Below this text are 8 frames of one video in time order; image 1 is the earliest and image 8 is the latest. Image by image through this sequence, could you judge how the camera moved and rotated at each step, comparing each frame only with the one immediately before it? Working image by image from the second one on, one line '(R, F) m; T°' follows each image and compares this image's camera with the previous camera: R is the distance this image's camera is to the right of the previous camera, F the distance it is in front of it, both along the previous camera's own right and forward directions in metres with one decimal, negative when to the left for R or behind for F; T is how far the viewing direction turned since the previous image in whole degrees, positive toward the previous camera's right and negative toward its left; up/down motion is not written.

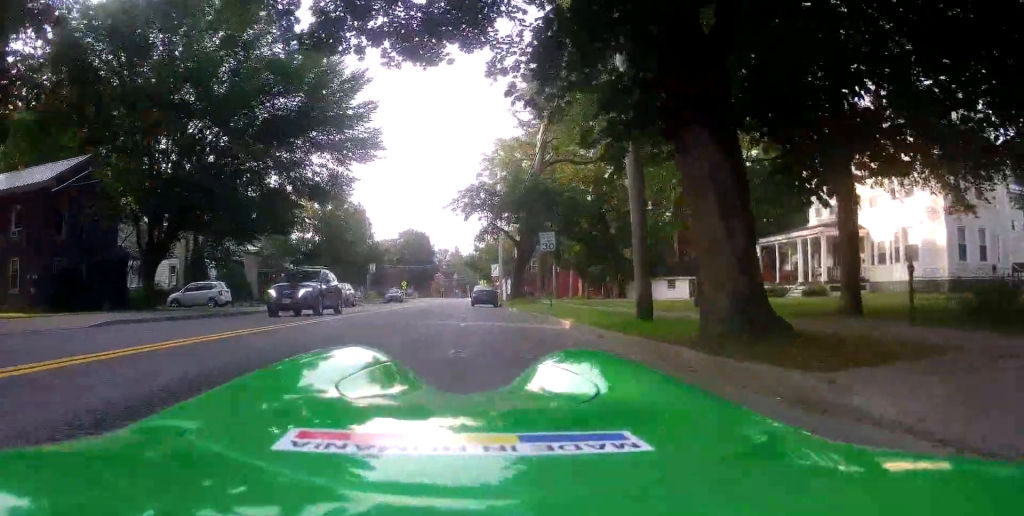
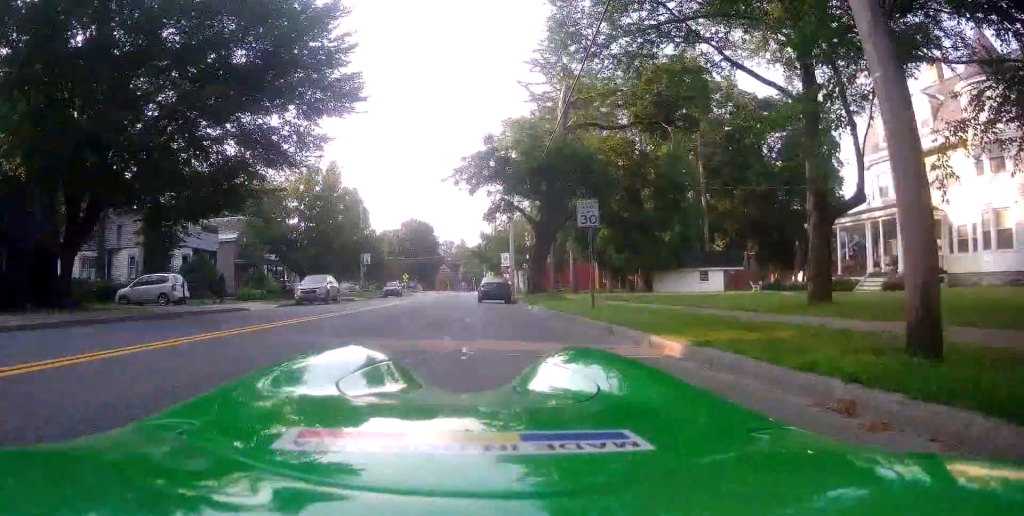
(-0.2, +7.5) m; -4°
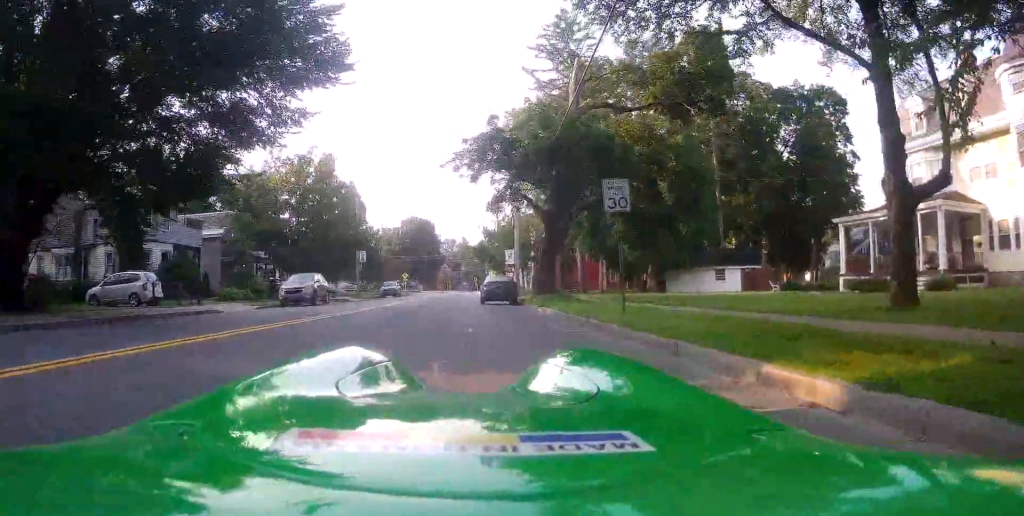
(0.0, +3.3) m; -1°
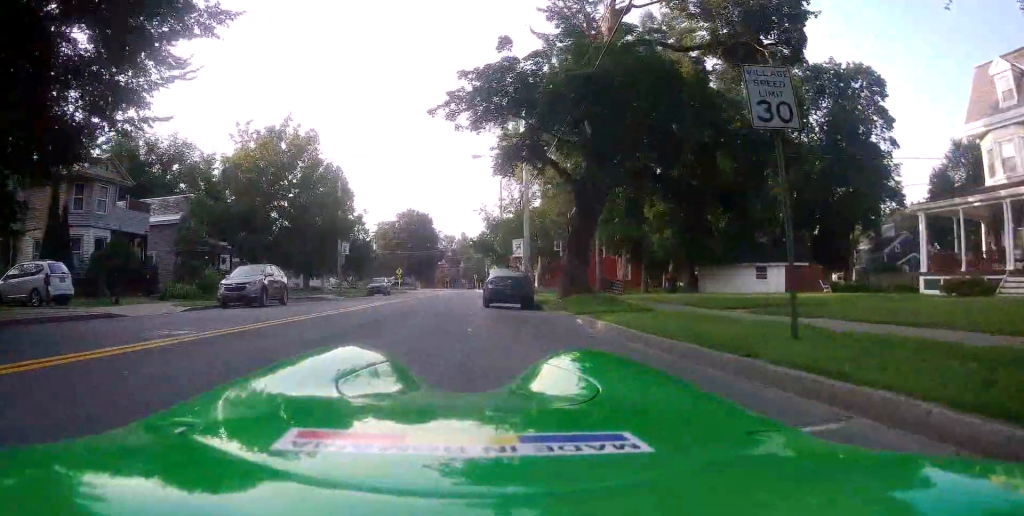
(-0.2, +7.6) m; +3°
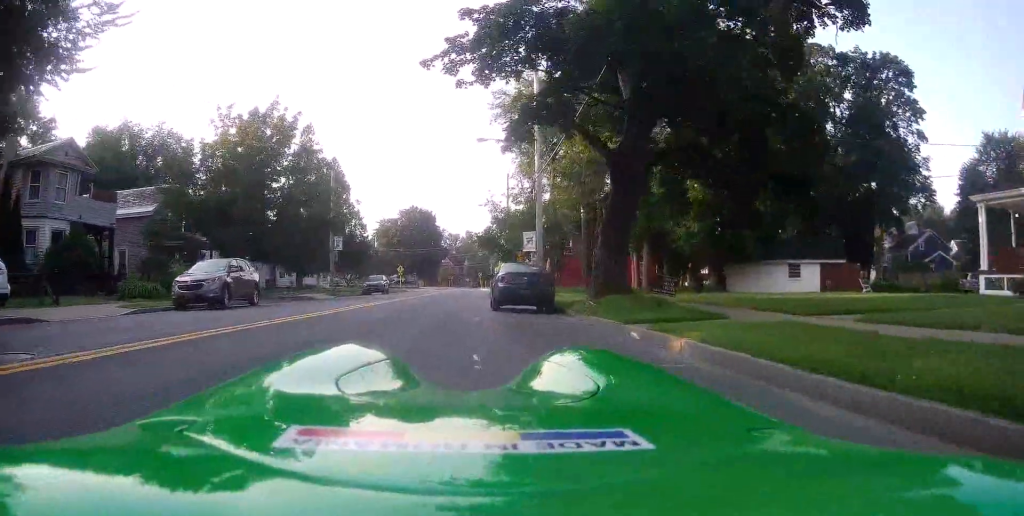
(+0.3, +4.1) m; +3°
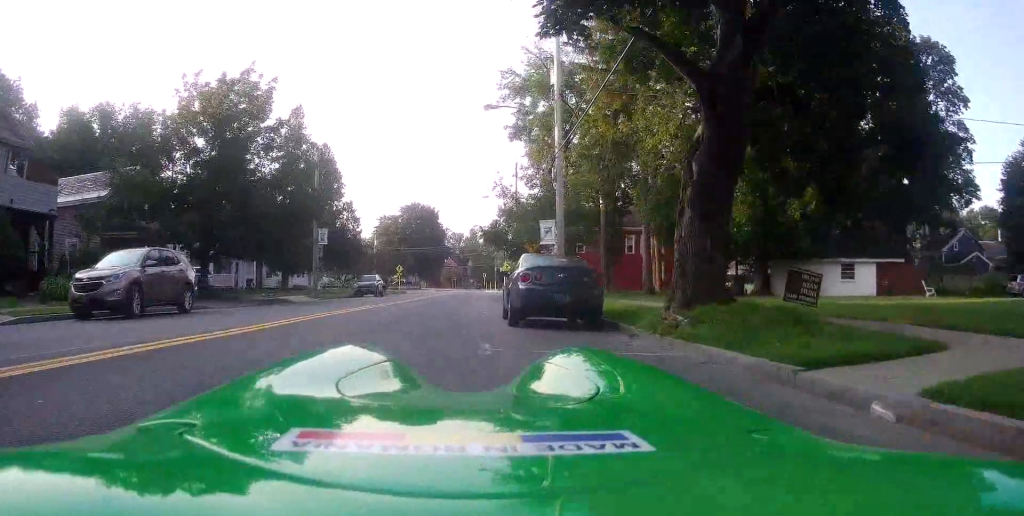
(-0.1, +5.8) m; -5°
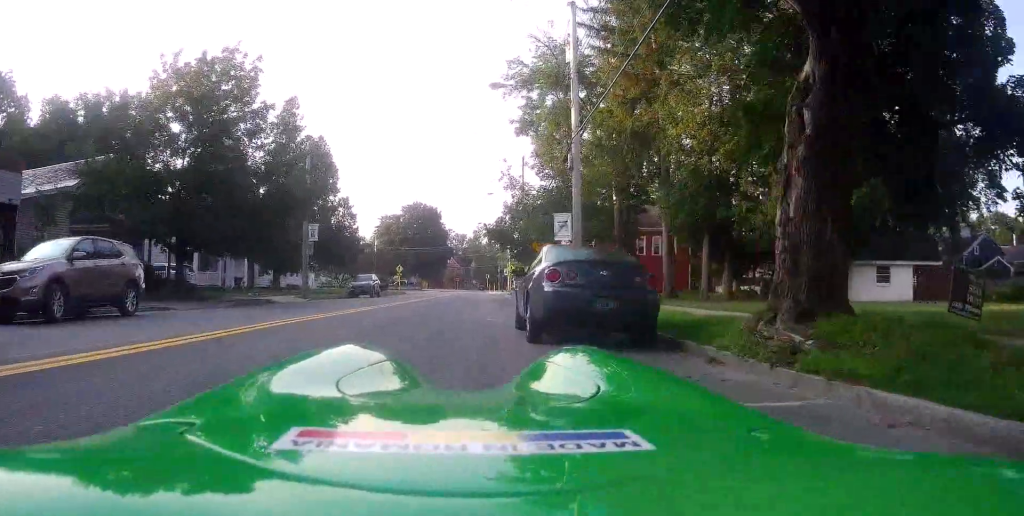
(-0.1, +3.0) m; -1°
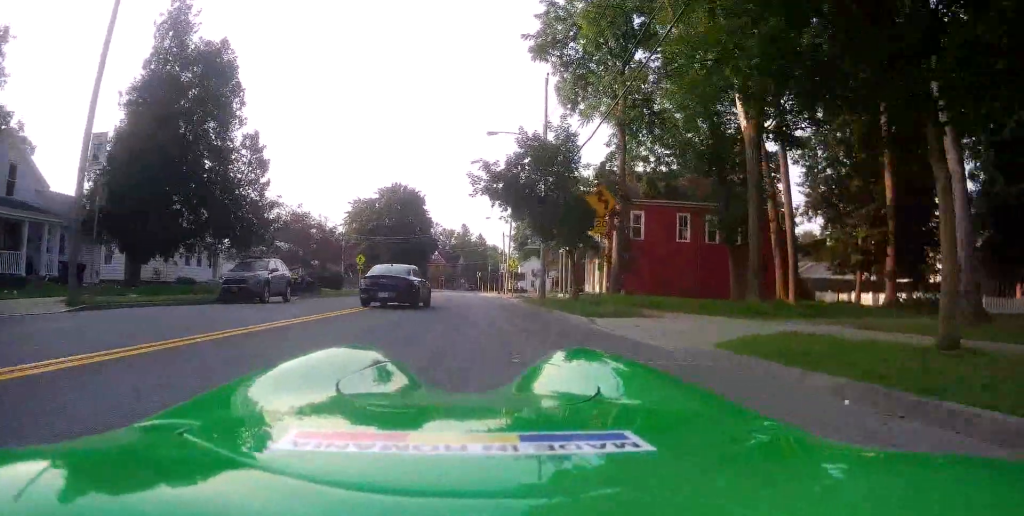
(-0.4, +20.7) m; -3°
